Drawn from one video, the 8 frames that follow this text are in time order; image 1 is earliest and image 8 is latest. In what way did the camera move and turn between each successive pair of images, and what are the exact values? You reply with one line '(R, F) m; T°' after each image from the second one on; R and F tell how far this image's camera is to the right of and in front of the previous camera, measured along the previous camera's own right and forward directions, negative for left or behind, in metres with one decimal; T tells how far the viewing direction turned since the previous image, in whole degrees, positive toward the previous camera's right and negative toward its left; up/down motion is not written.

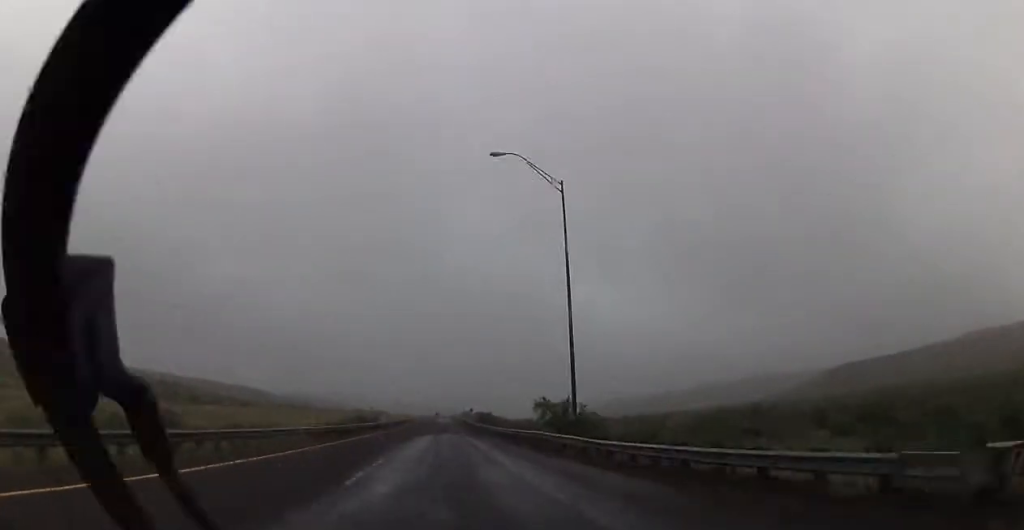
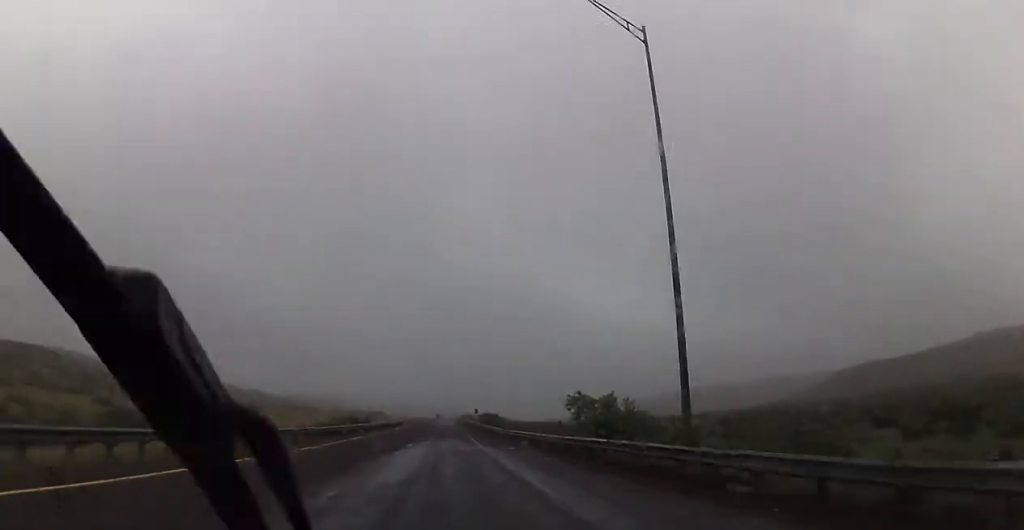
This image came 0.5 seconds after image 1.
(0.0, +16.1) m; 0°
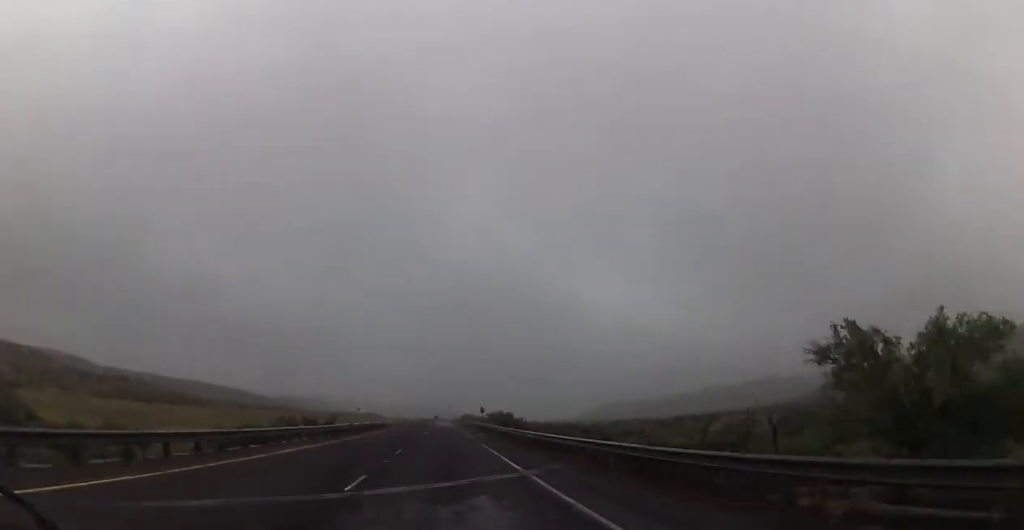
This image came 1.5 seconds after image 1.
(+0.4, +34.6) m; +1°
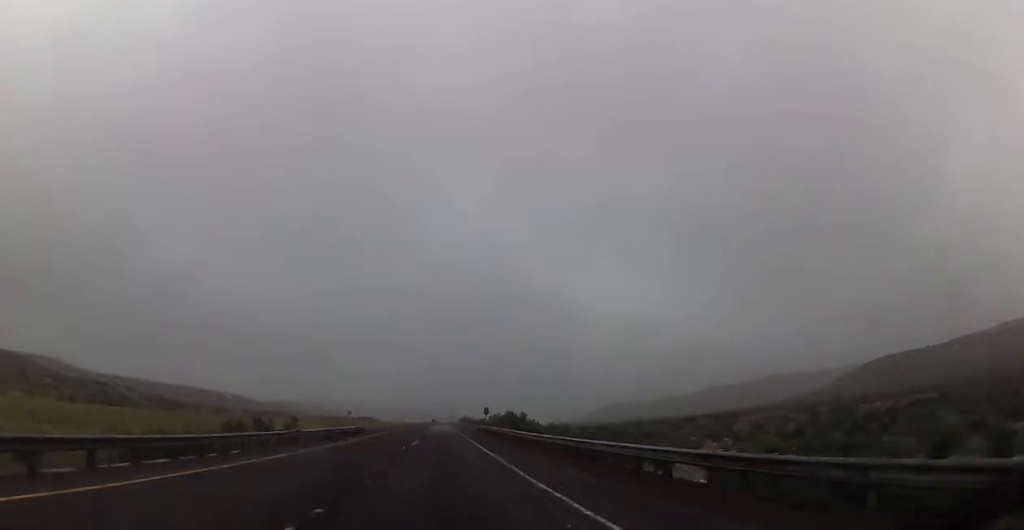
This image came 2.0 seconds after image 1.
(+0.1, +19.6) m; 0°
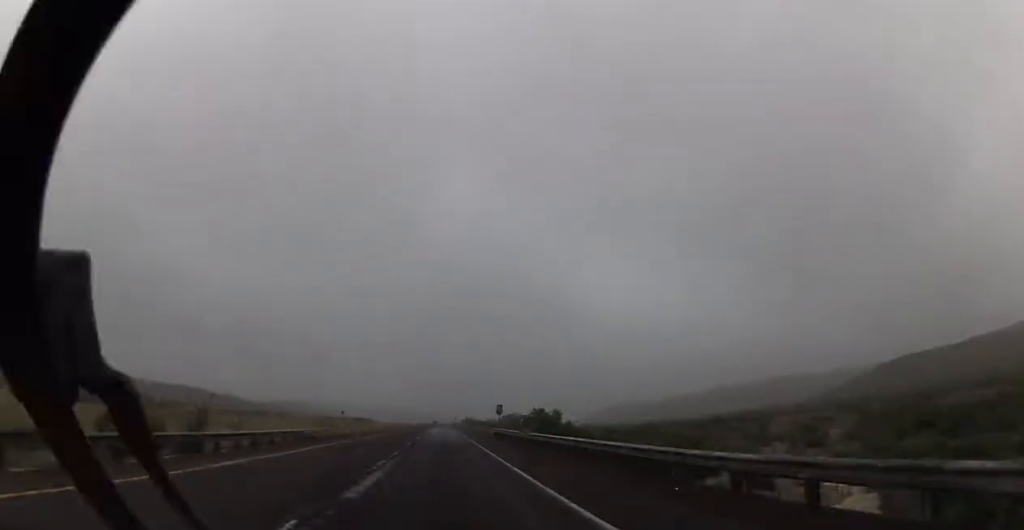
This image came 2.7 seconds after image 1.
(-0.1, +24.2) m; 0°
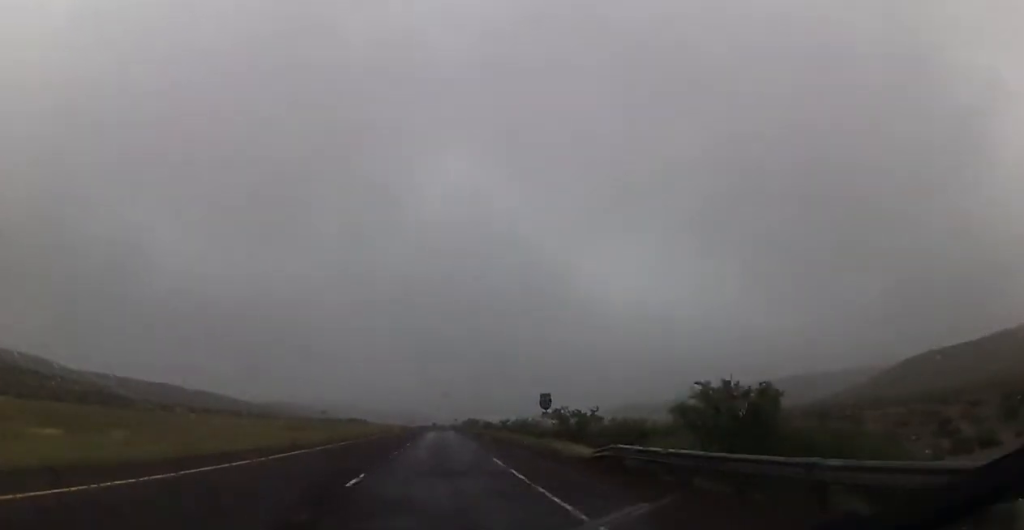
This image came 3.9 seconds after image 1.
(-0.3, +41.2) m; 0°
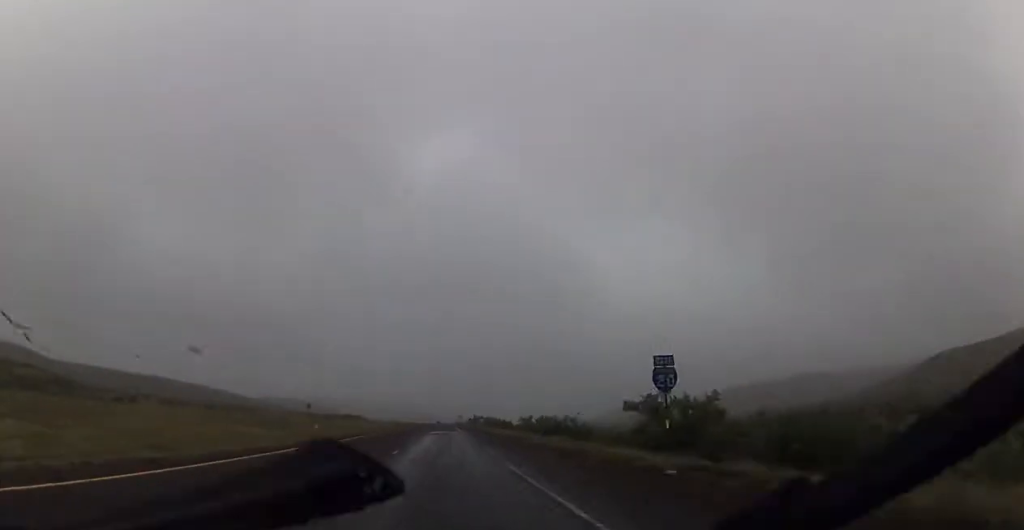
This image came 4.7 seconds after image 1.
(+0.1, +26.2) m; 0°
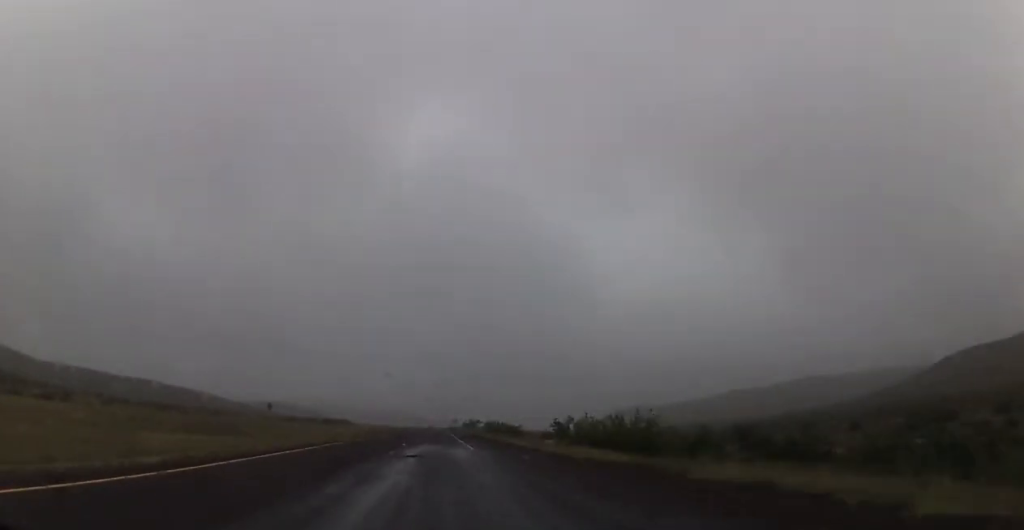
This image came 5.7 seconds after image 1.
(+0.2, +34.1) m; +1°
